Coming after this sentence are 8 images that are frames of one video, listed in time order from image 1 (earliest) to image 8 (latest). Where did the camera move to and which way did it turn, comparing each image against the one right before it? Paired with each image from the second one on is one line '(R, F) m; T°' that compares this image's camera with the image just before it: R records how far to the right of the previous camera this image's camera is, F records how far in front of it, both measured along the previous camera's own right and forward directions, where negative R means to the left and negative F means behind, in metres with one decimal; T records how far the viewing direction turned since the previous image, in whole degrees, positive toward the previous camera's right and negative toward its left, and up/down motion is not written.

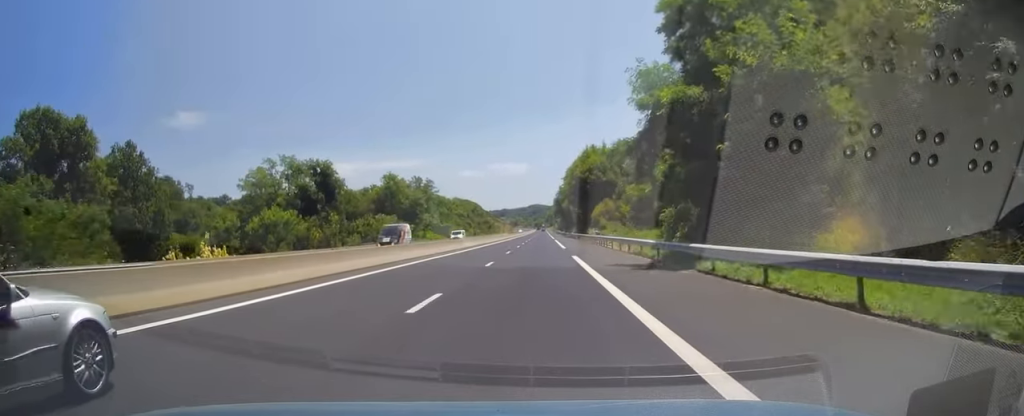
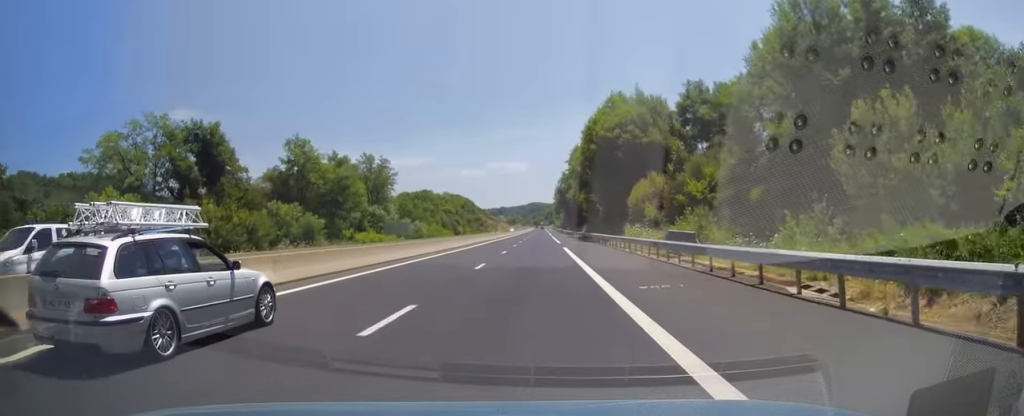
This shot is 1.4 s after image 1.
(+0.3, +41.8) m; 0°
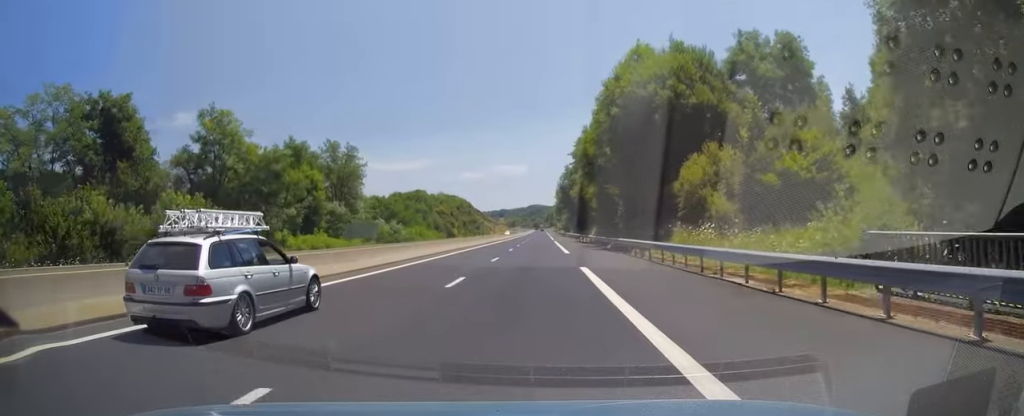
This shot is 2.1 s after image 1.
(-0.1, +19.2) m; 0°
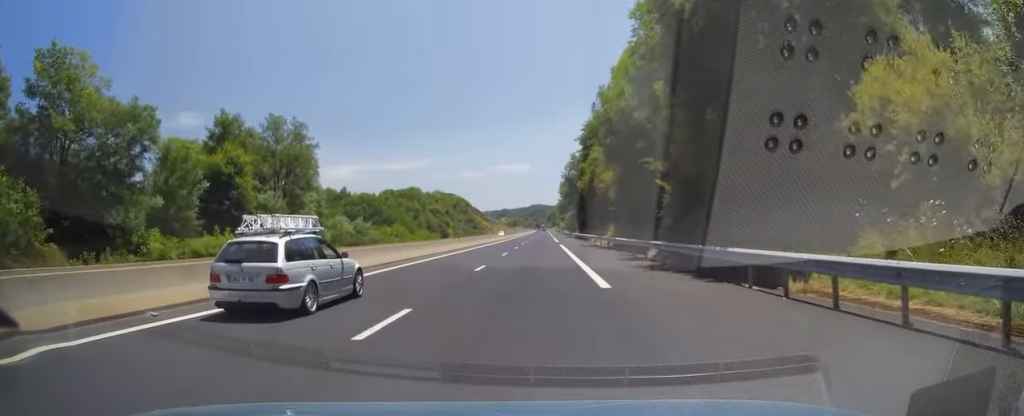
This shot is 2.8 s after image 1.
(-0.2, +20.7) m; 0°
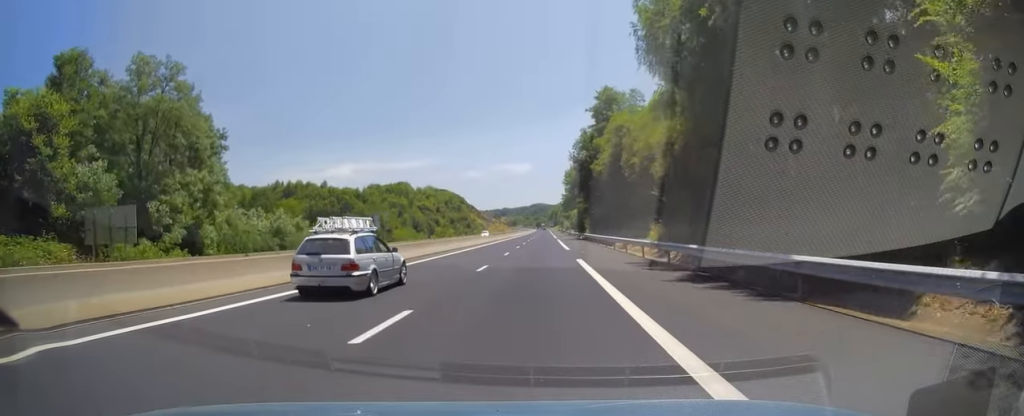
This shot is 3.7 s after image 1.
(+0.3, +26.6) m; 0°
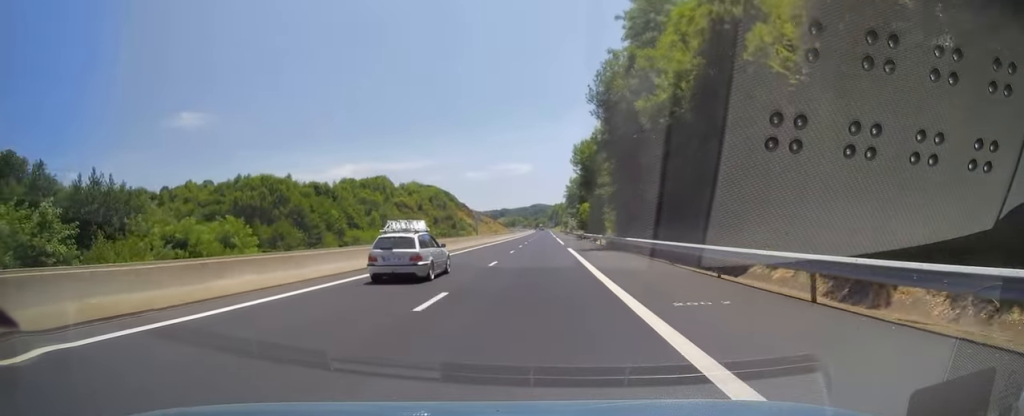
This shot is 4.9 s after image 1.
(-0.2, +36.5) m; -1°
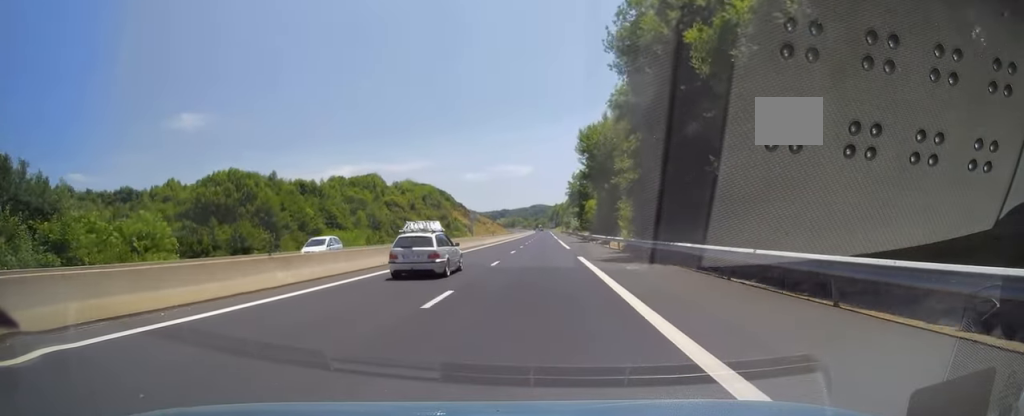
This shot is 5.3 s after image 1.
(-0.1, +12.8) m; 0°
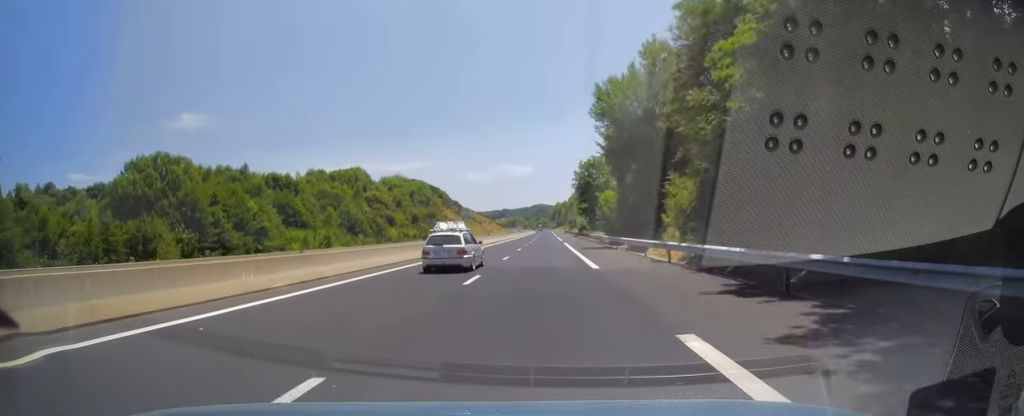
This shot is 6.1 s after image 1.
(0.0, +21.6) m; 0°
